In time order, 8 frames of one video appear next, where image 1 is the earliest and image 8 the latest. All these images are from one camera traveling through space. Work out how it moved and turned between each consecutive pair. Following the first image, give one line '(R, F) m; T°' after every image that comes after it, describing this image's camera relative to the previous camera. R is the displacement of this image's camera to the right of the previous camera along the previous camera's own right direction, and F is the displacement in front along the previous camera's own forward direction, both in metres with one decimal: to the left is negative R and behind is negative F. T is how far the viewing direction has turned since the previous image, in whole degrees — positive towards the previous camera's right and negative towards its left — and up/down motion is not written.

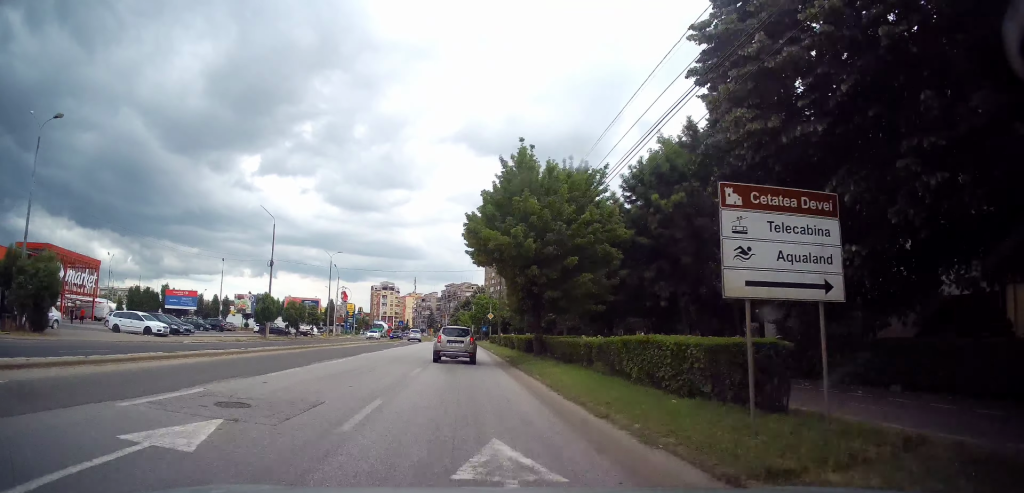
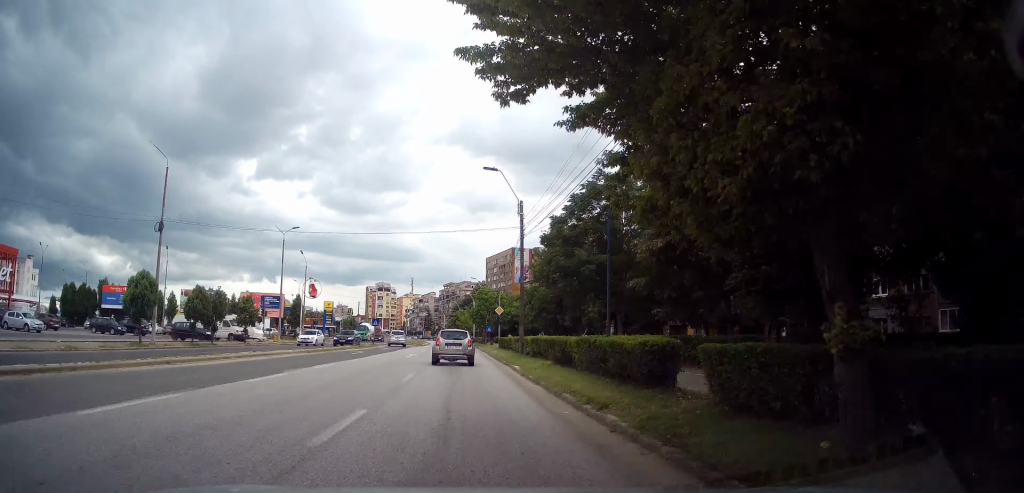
(0.0, +18.5) m; -1°
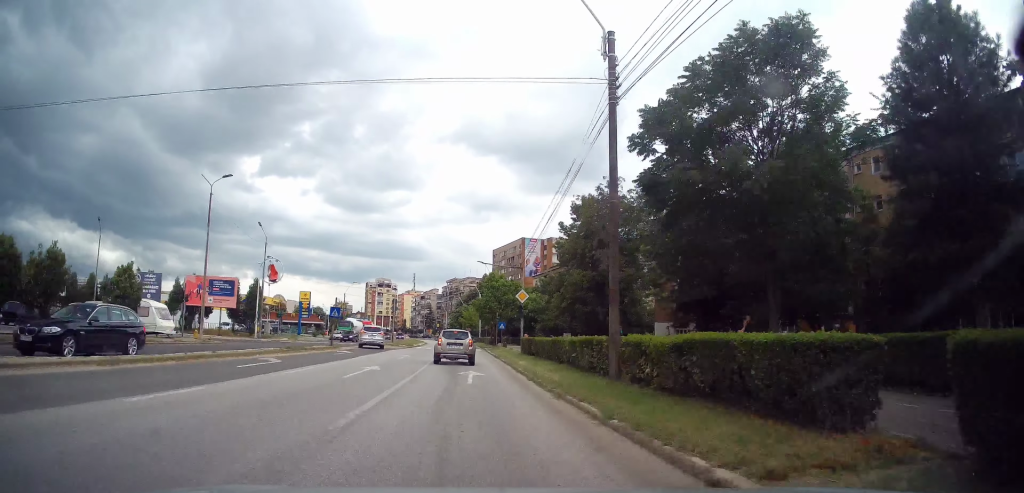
(-0.2, +17.0) m; 0°
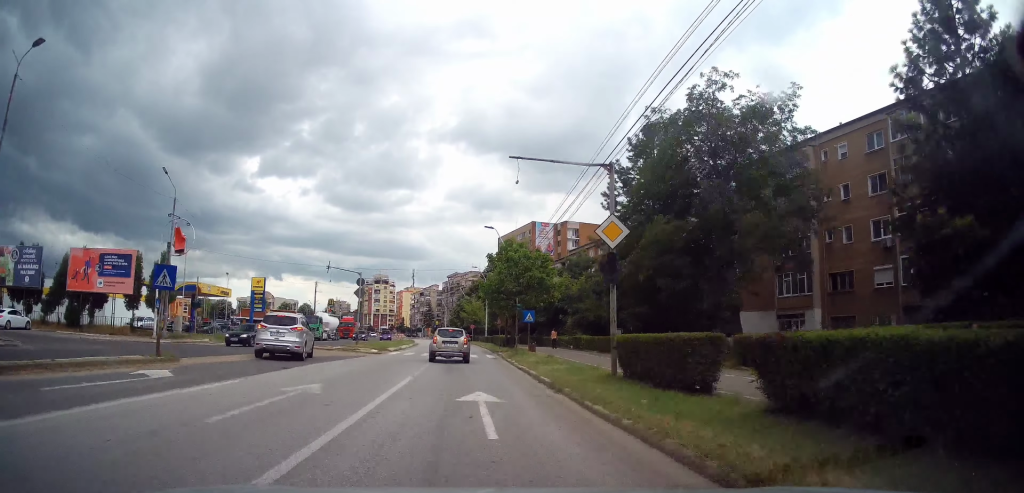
(+0.3, +19.7) m; 0°
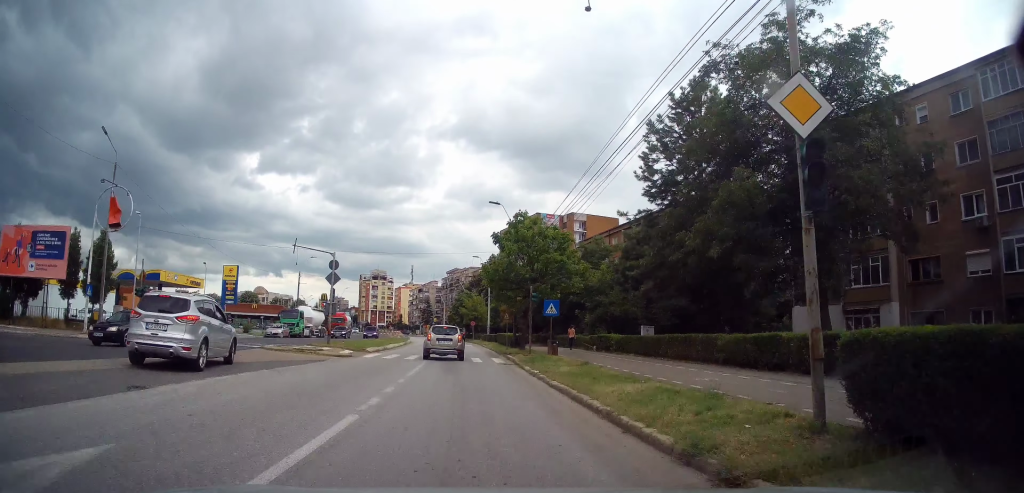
(+0.1, +7.7) m; -1°
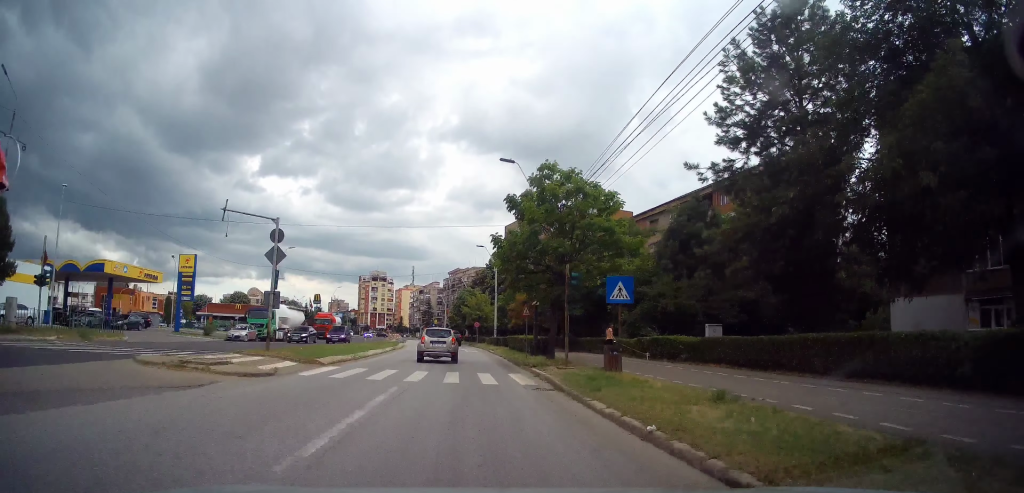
(-0.3, +9.9) m; 0°
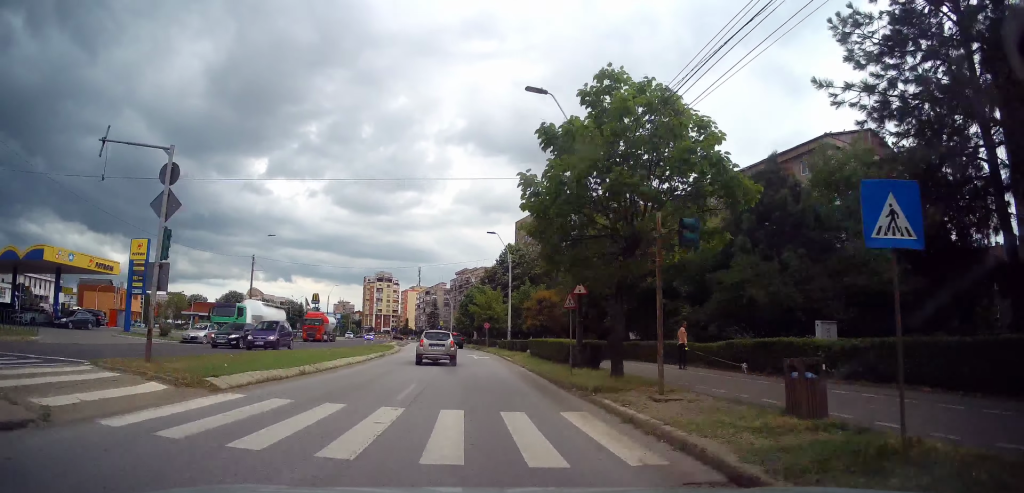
(0.0, +9.0) m; 0°
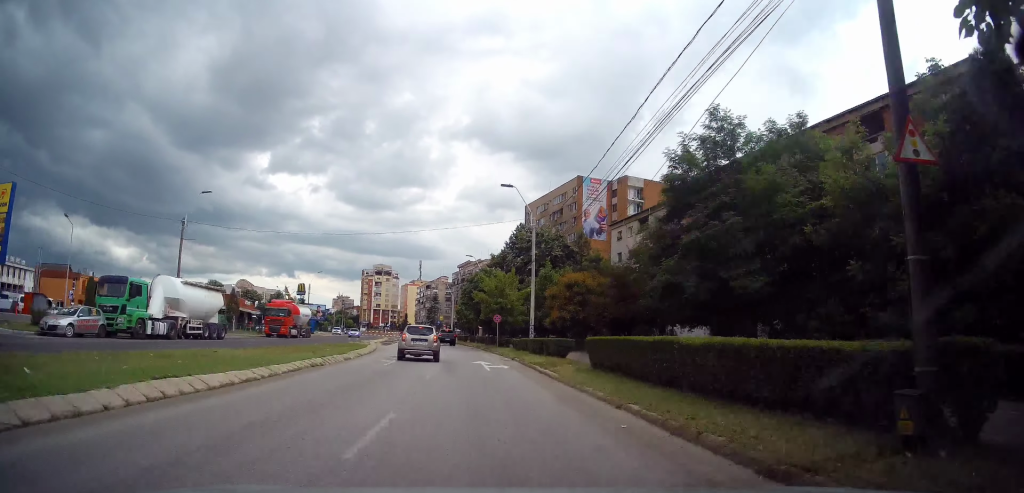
(+0.1, +14.3) m; 0°
